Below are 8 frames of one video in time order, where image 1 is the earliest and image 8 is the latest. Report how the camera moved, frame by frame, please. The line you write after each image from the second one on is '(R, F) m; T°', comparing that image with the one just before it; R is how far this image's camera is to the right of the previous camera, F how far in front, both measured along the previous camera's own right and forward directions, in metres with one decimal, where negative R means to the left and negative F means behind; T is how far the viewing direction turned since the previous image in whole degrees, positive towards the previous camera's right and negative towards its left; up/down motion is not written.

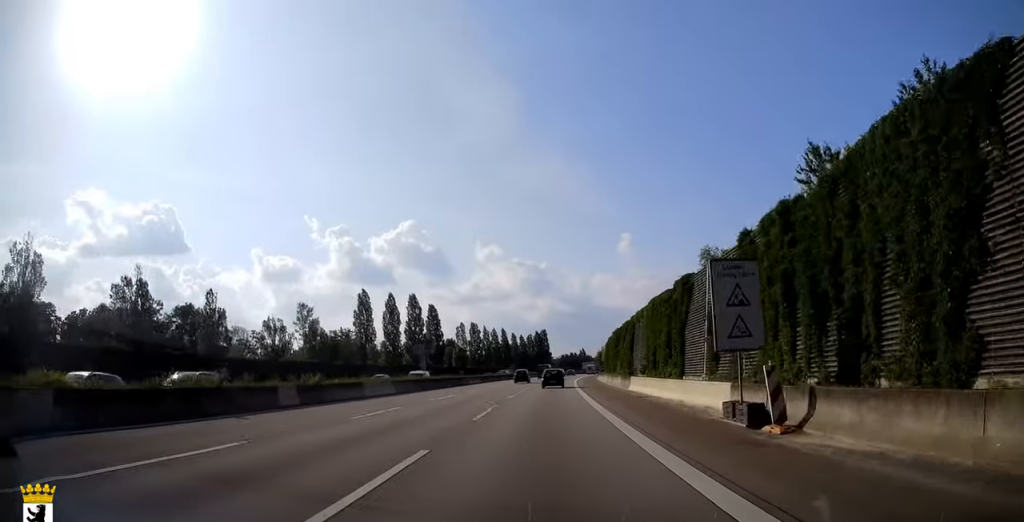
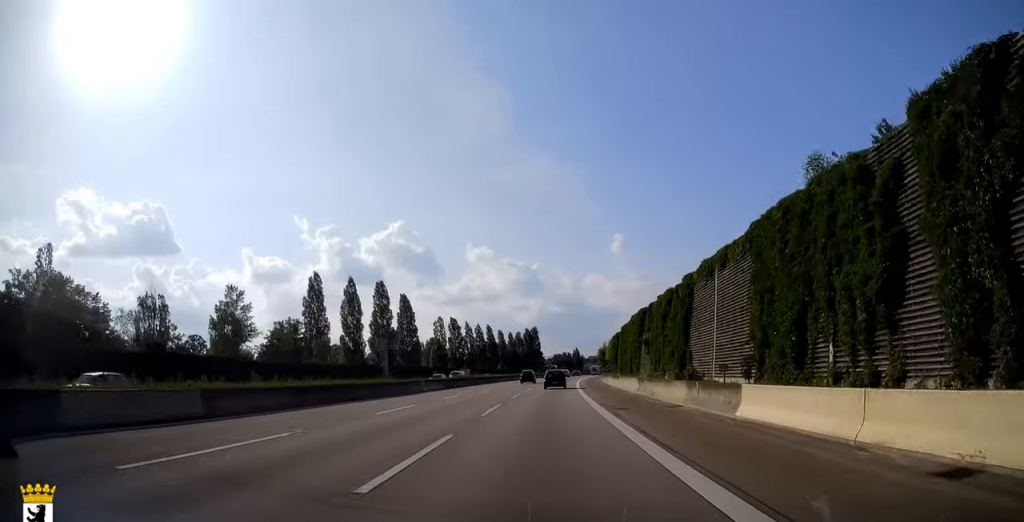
(+0.2, +21.1) m; +1°
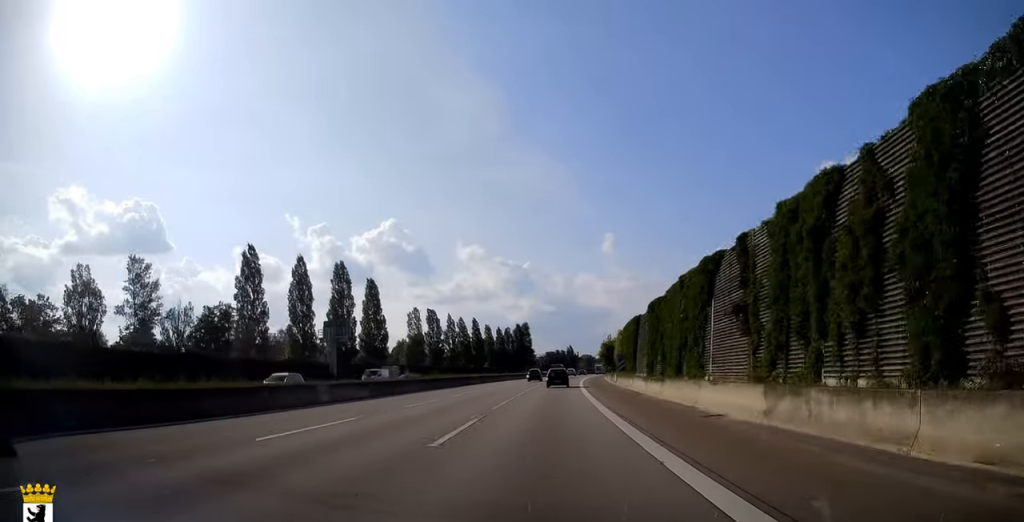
(+0.1, +19.4) m; +1°
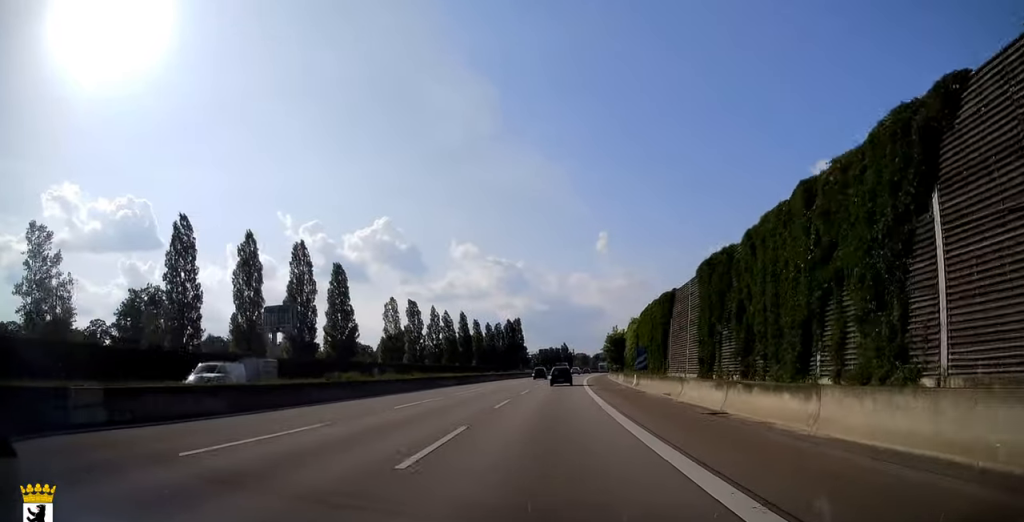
(+0.1, +15.0) m; +1°
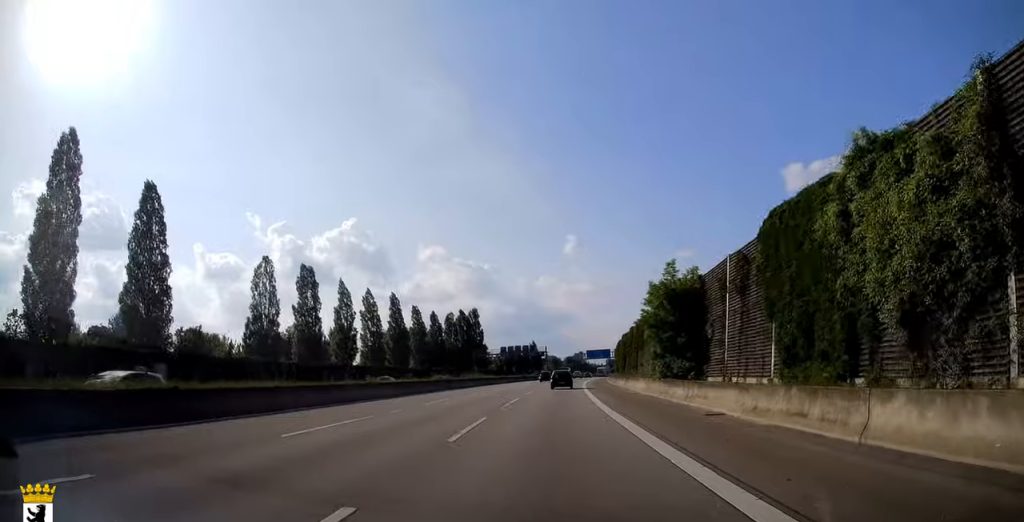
(+0.6, +43.8) m; +3°
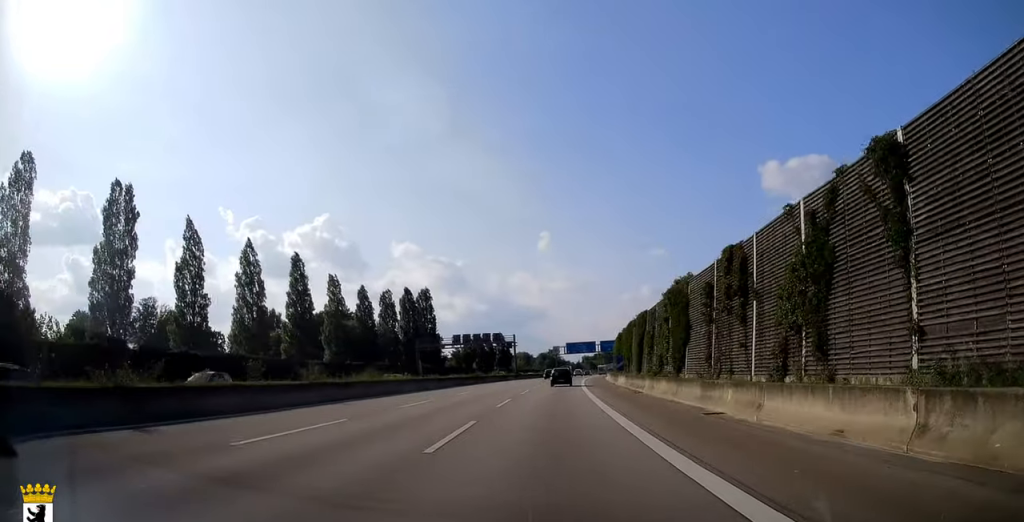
(+1.1, +37.9) m; +3°
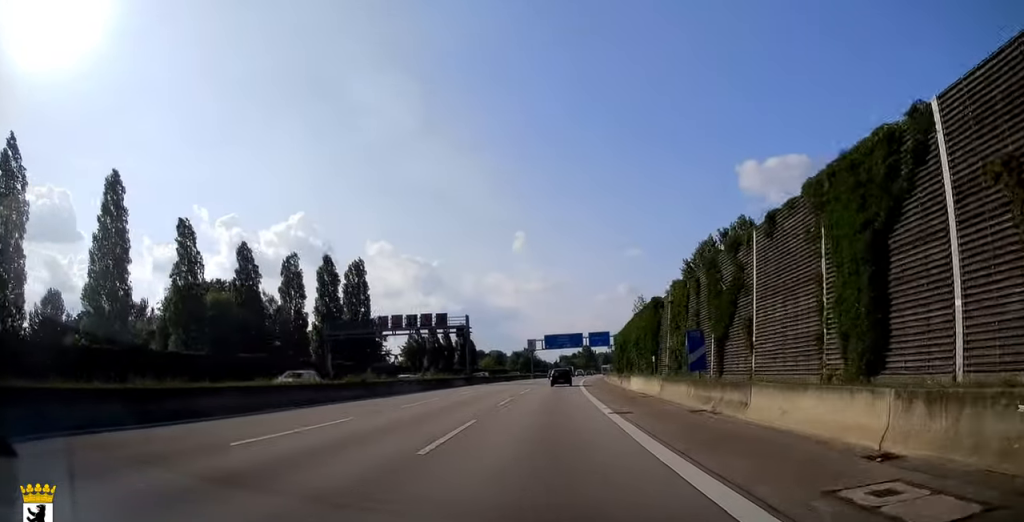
(+0.6, +35.4) m; +2°
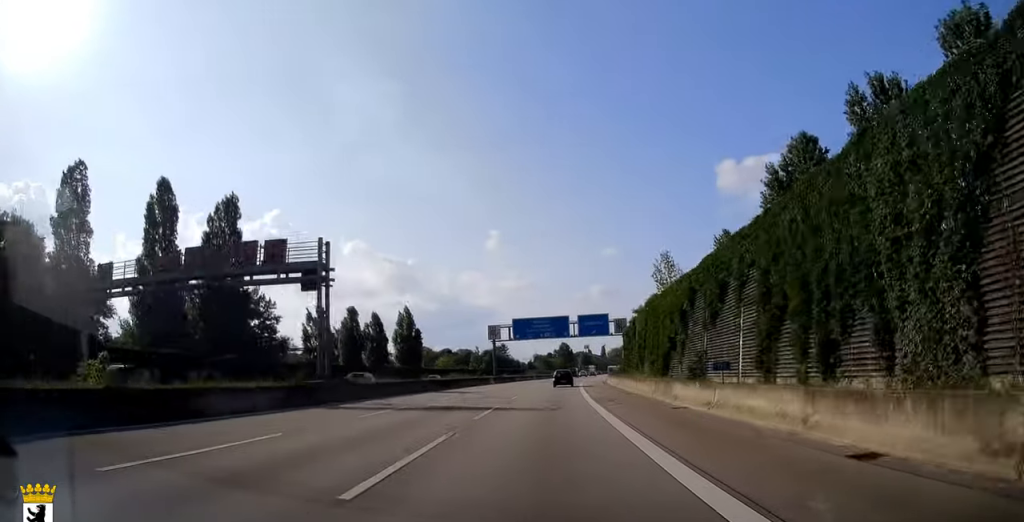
(+0.9, +39.0) m; +2°
